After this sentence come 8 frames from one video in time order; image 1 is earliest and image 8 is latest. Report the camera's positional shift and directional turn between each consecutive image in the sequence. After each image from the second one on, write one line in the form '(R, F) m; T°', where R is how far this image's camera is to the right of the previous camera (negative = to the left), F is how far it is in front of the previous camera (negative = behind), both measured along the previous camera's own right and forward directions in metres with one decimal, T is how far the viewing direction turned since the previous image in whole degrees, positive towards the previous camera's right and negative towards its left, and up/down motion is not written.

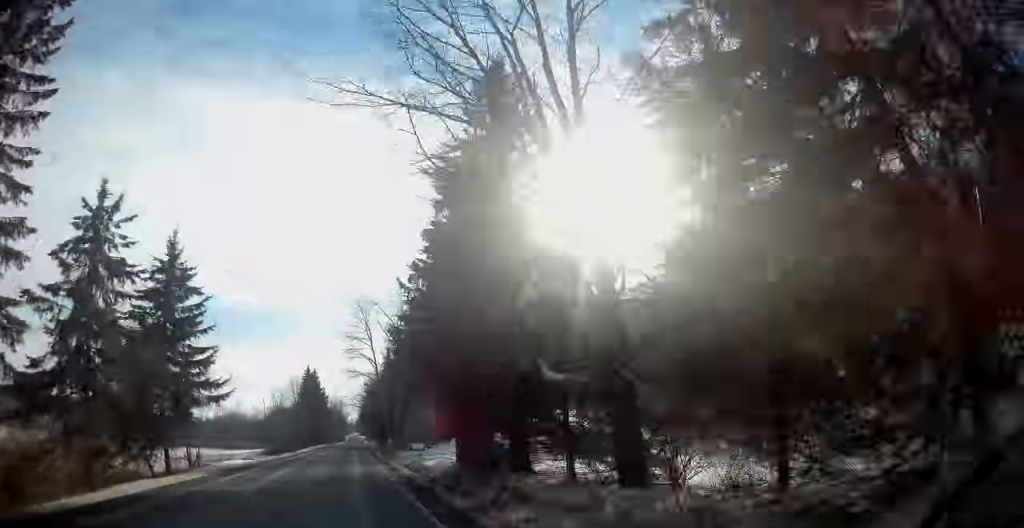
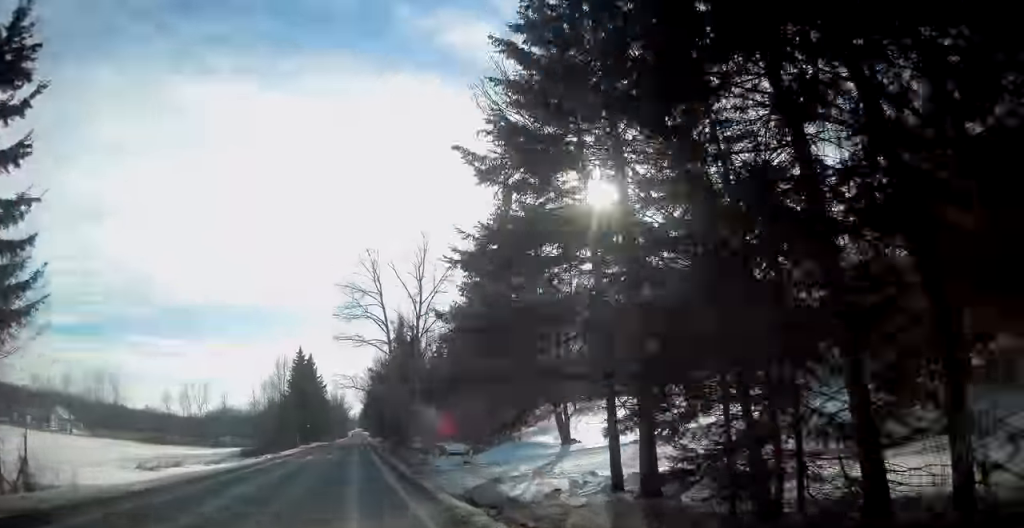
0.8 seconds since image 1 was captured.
(0.0, +20.6) m; 0°
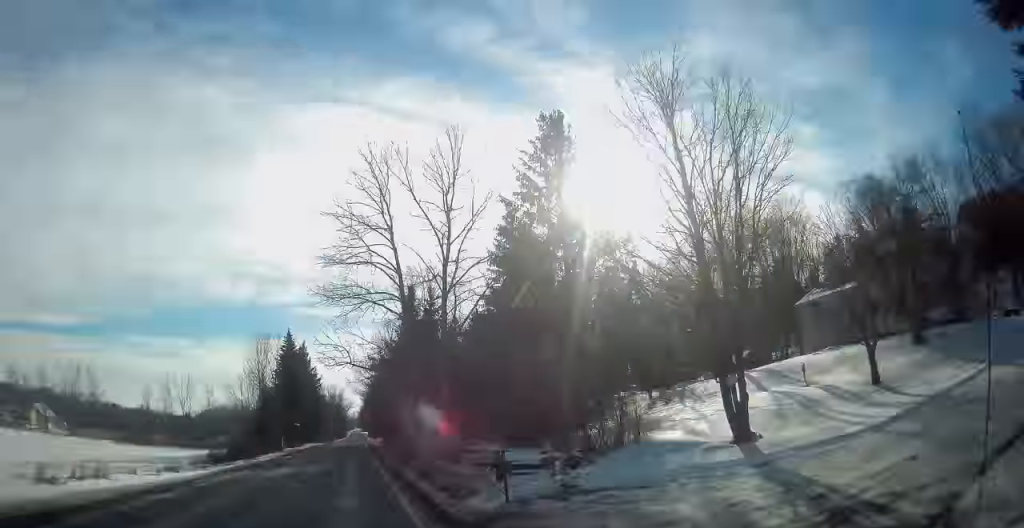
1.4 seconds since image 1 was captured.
(0.0, +14.6) m; 0°
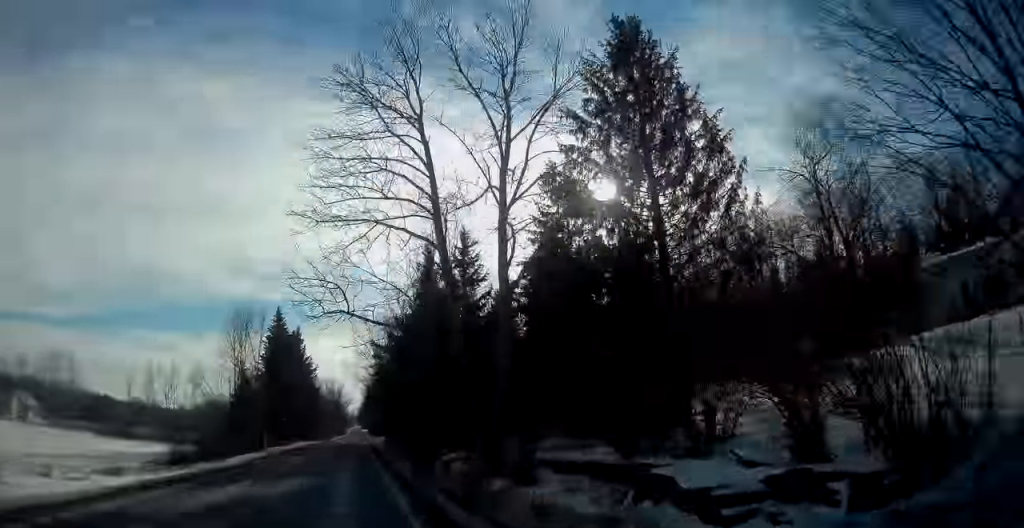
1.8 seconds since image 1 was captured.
(+0.2, +12.1) m; 0°
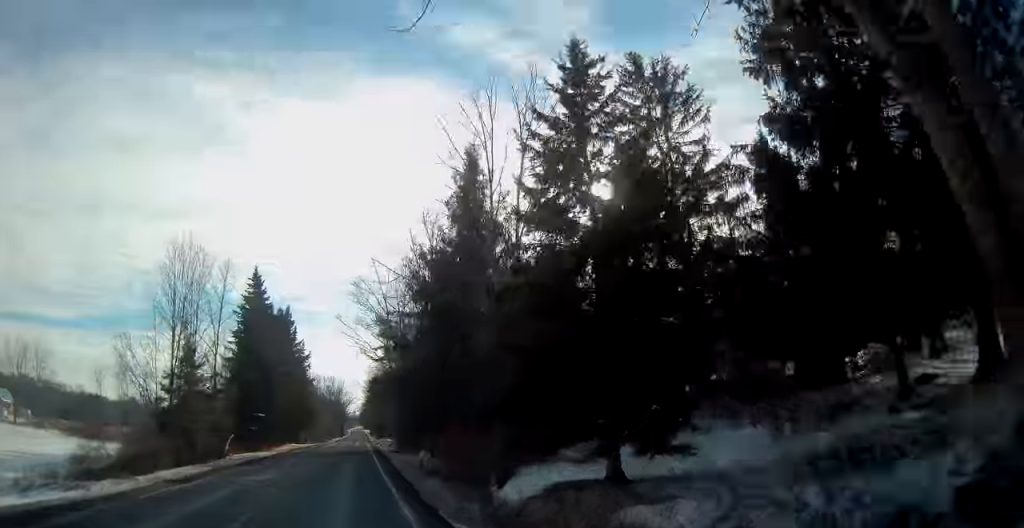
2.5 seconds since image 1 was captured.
(-0.1, +16.4) m; 0°
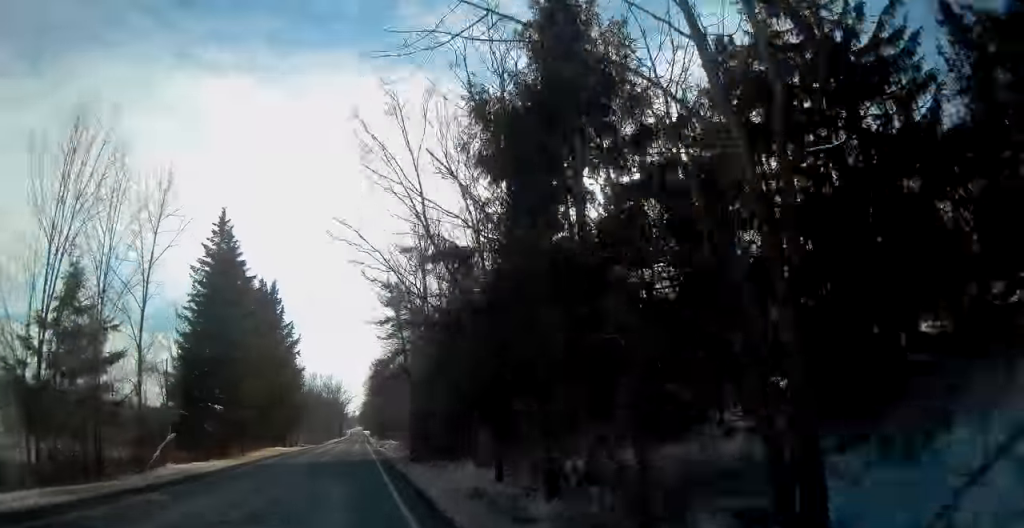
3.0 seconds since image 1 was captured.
(-0.3, +13.8) m; 0°
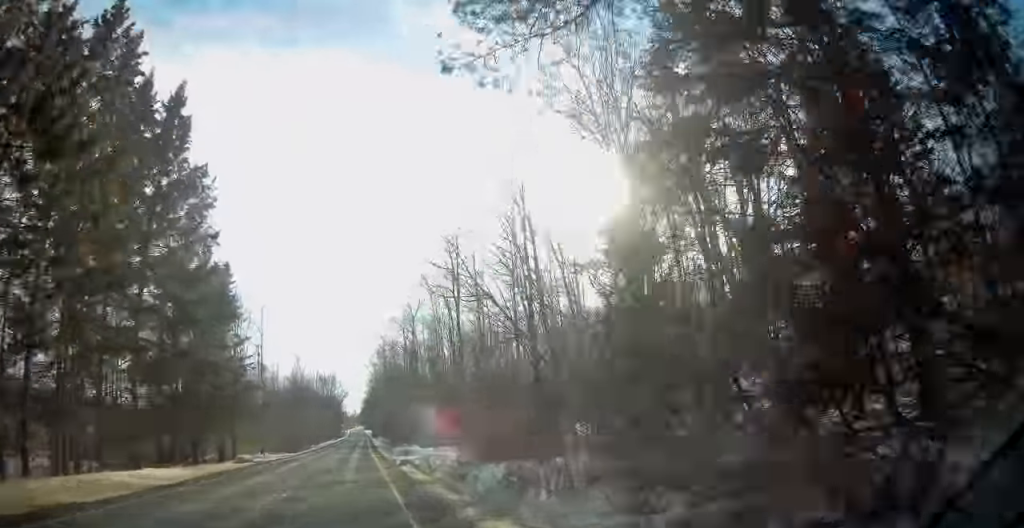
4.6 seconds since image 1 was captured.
(+0.6, +40.1) m; 0°
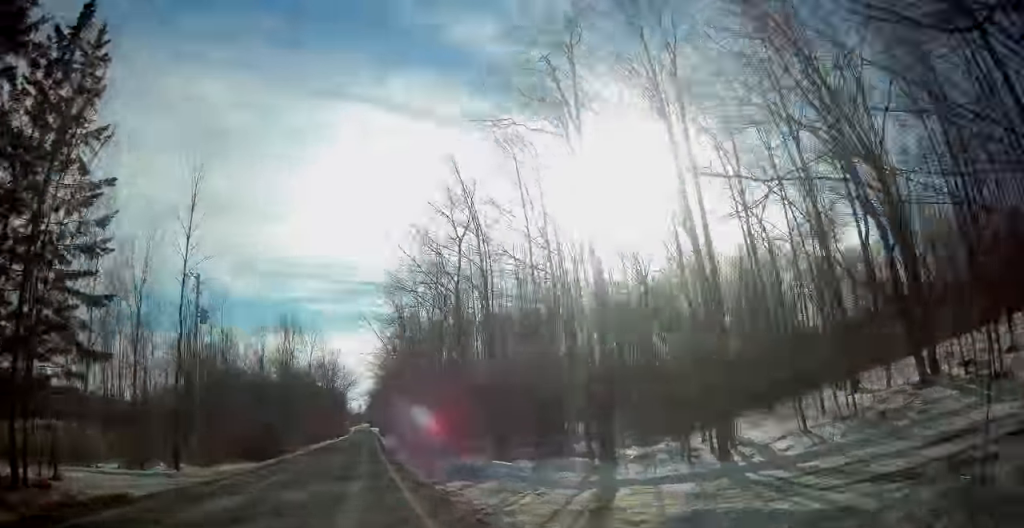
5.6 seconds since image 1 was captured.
(-0.2, +27.0) m; -1°
